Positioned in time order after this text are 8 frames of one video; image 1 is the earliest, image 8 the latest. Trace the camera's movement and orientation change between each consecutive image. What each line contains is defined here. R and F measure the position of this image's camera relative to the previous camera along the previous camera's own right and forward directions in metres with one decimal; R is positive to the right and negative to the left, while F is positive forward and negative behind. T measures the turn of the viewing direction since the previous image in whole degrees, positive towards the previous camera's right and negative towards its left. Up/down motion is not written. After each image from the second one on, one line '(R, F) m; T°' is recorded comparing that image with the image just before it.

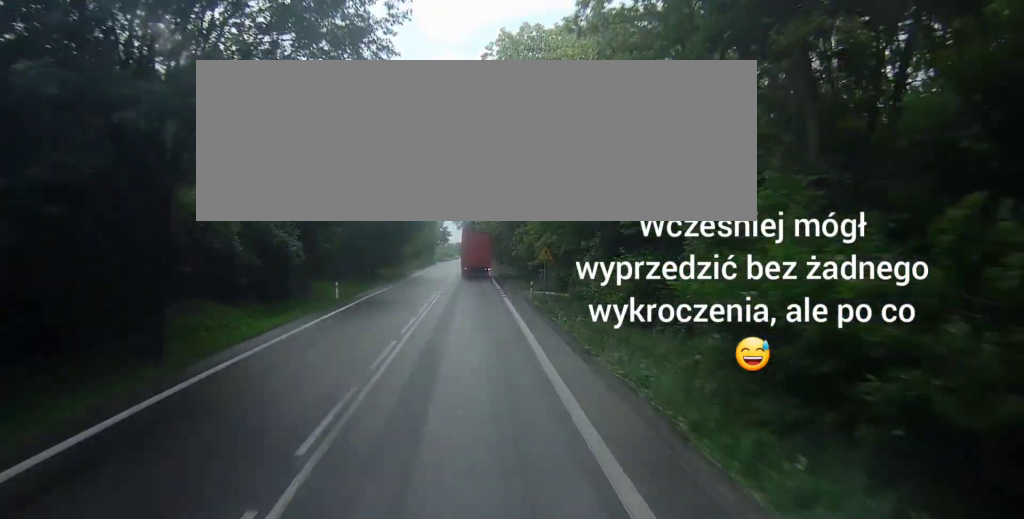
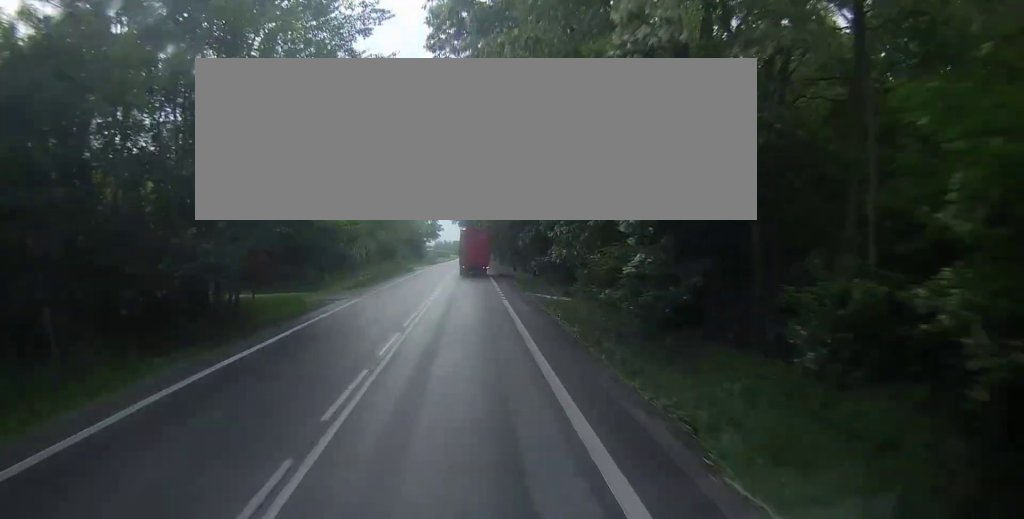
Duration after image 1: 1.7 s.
(0.0, +40.3) m; 0°
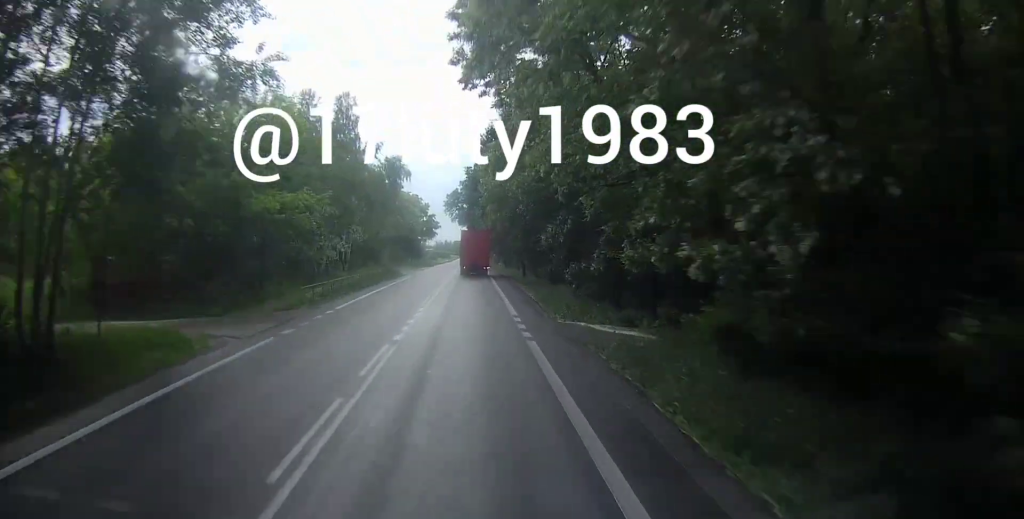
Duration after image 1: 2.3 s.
(0.0, +14.5) m; 0°
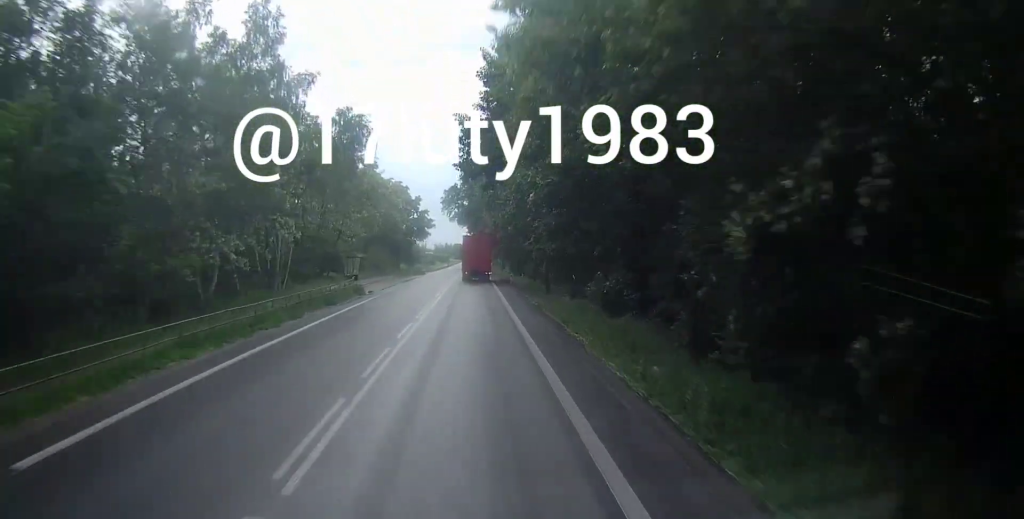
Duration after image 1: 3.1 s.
(0.0, +21.0) m; 0°
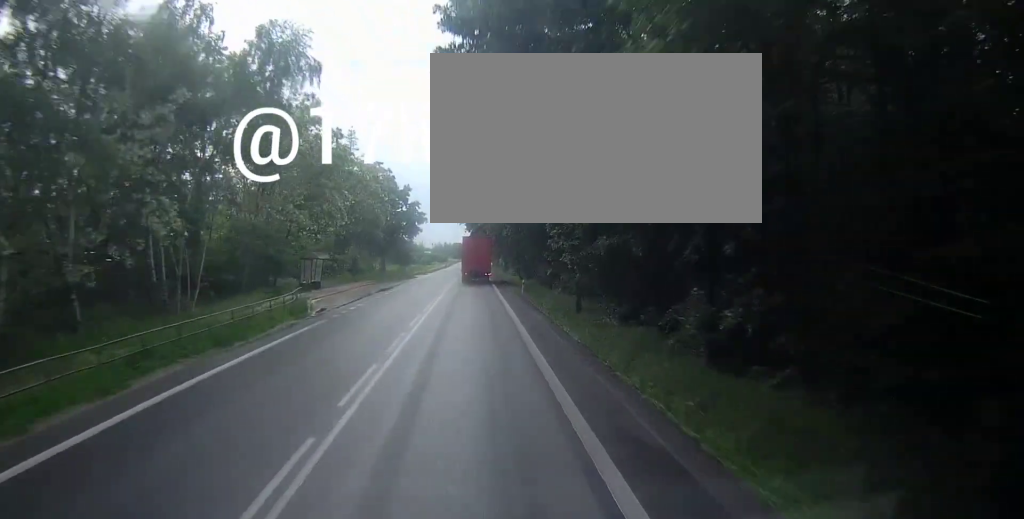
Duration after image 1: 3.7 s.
(0.0, +14.6) m; 0°
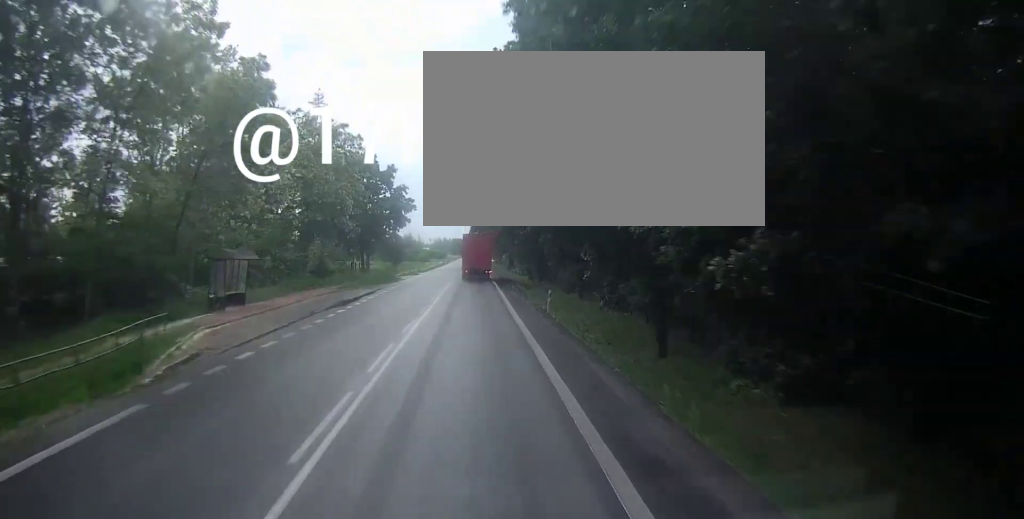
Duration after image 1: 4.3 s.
(0.0, +14.6) m; 0°
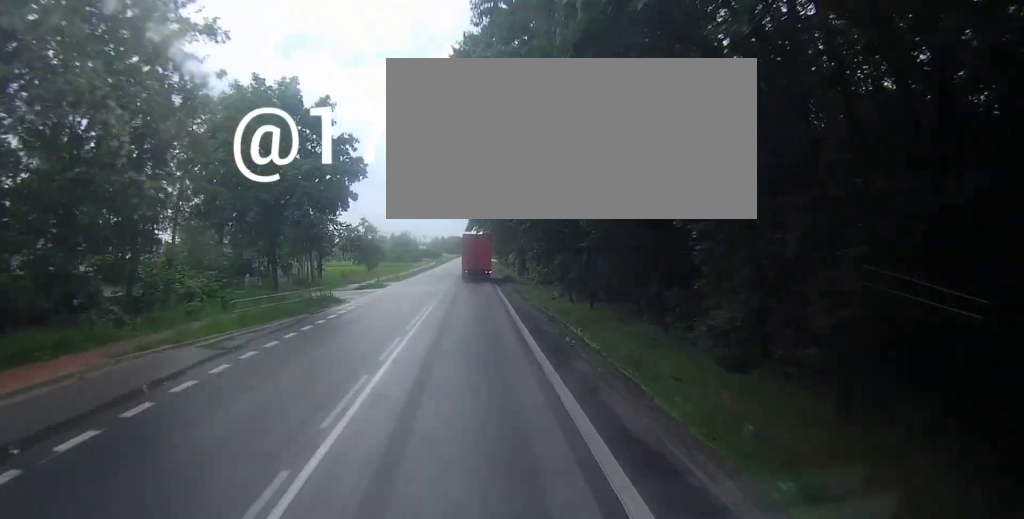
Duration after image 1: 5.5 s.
(-0.2, +28.5) m; 0°
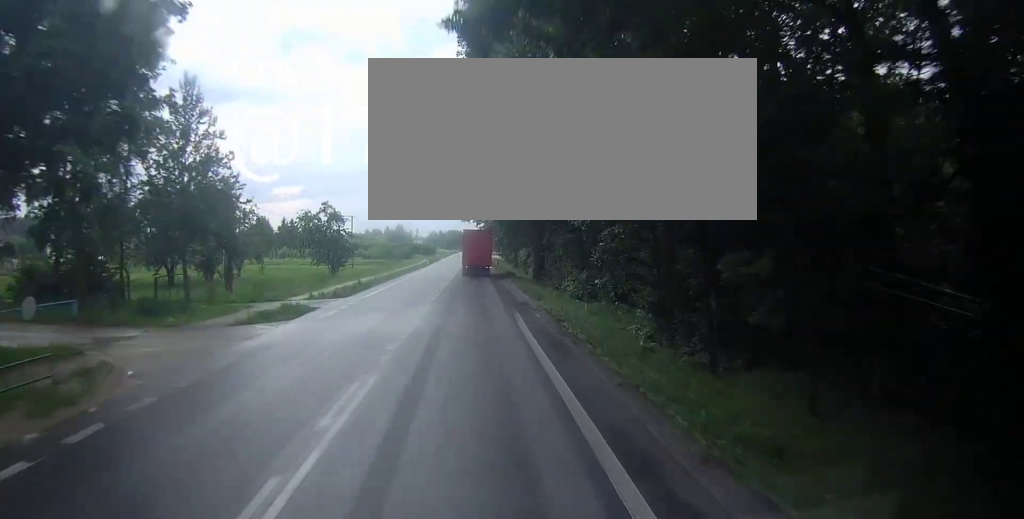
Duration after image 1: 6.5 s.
(+0.1, +23.8) m; 0°
